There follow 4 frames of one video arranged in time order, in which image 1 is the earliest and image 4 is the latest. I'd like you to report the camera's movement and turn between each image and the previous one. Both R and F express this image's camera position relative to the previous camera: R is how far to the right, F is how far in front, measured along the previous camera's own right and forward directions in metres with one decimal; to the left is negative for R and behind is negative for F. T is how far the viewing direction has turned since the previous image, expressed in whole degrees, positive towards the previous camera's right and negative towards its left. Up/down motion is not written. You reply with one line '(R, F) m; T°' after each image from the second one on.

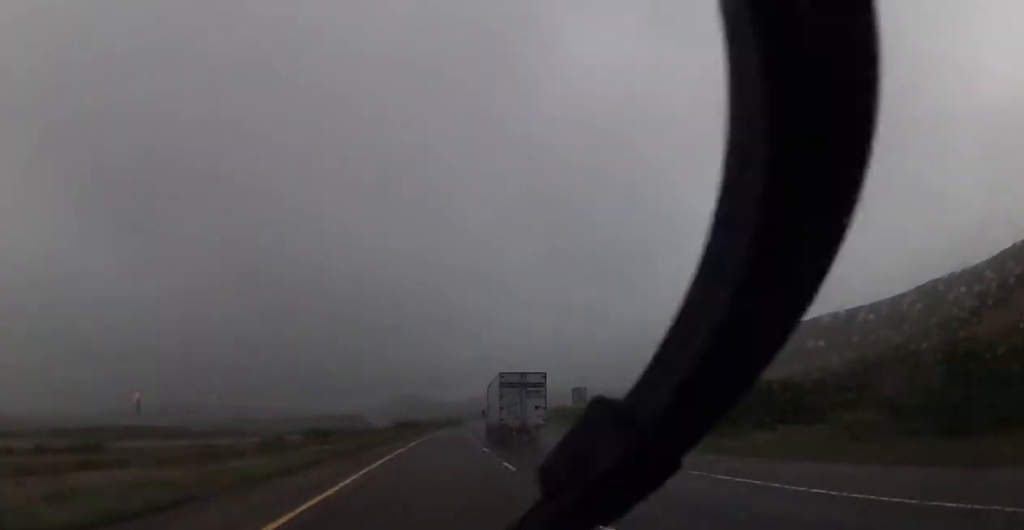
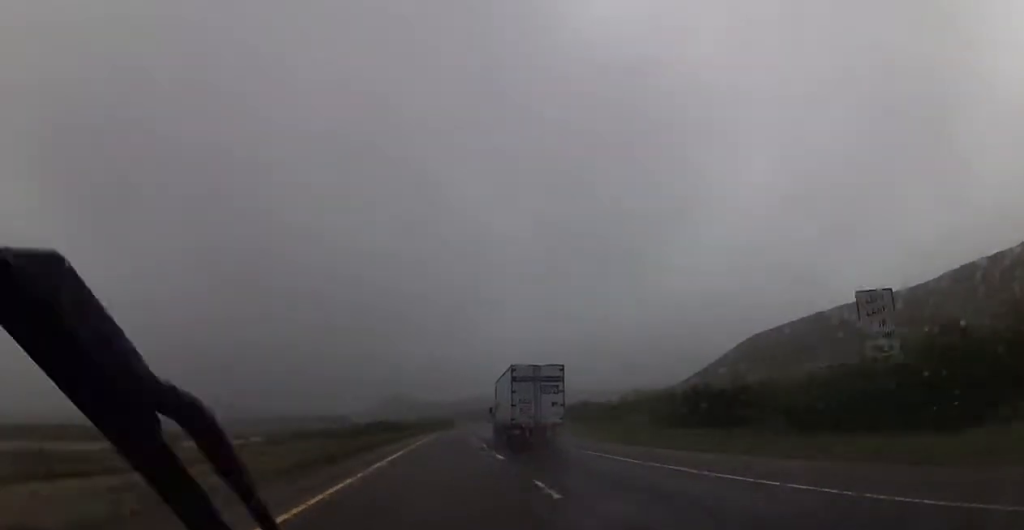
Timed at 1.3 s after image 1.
(+0.7, +43.6) m; +1°
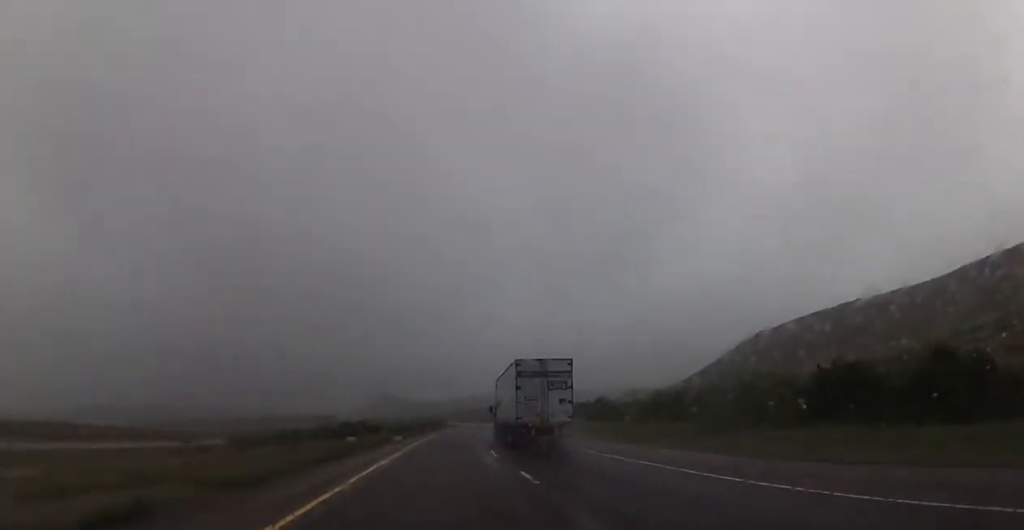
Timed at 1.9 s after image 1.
(0.0, +21.9) m; +1°
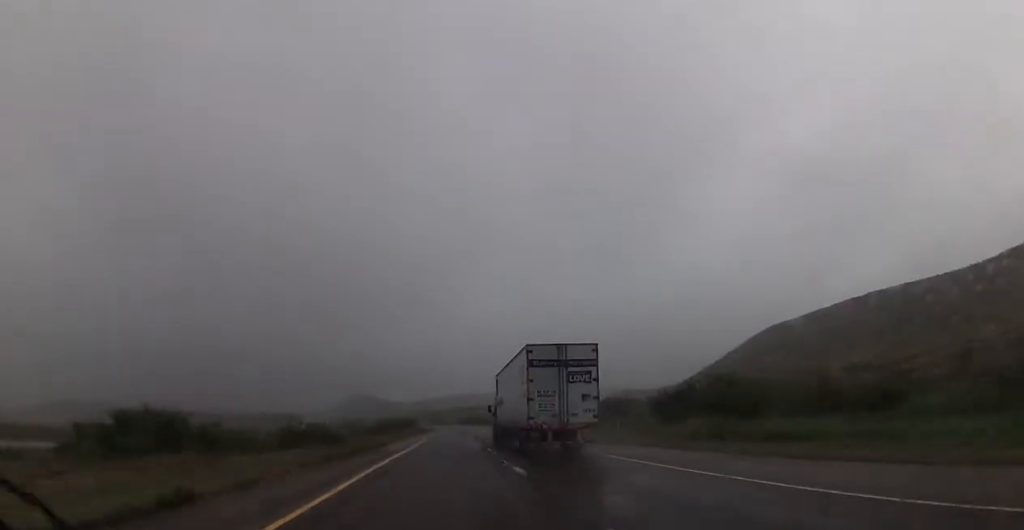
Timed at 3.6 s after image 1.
(+0.9, +58.7) m; +2°
